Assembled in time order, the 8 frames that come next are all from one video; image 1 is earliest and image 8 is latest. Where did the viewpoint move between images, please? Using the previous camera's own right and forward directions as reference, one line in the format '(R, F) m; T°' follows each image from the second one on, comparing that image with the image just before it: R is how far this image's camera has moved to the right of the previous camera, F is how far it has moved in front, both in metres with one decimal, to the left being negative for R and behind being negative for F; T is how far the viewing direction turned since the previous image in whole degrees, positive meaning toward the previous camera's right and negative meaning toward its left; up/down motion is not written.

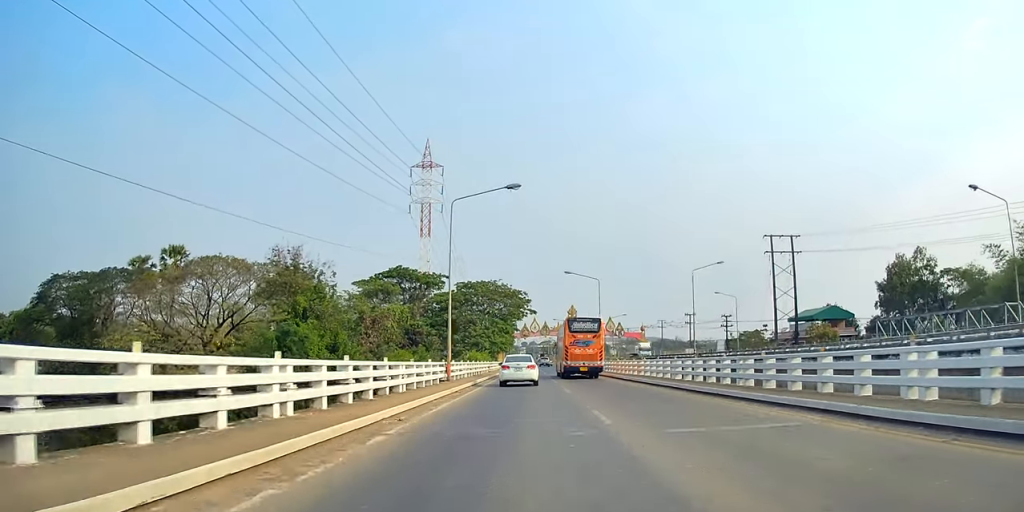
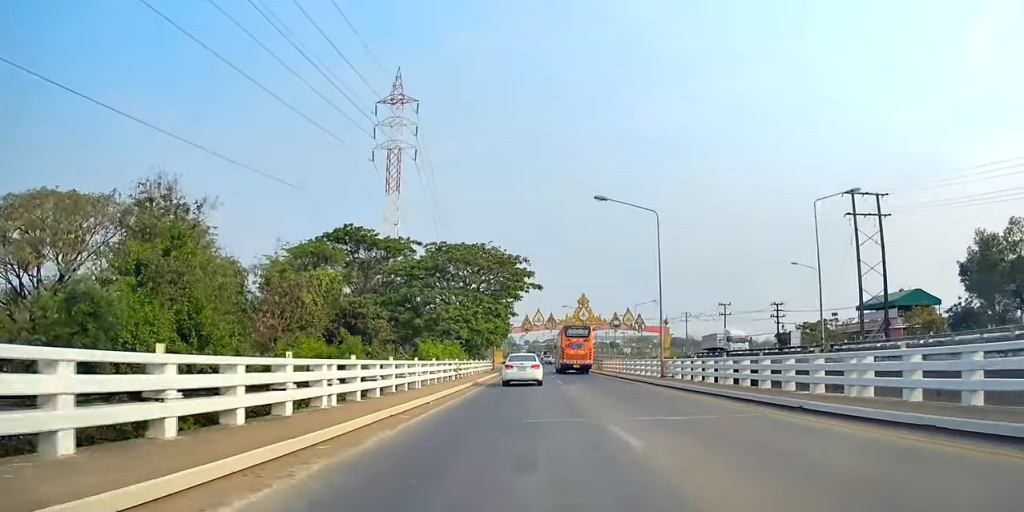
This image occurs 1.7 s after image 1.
(0.0, +27.7) m; 0°
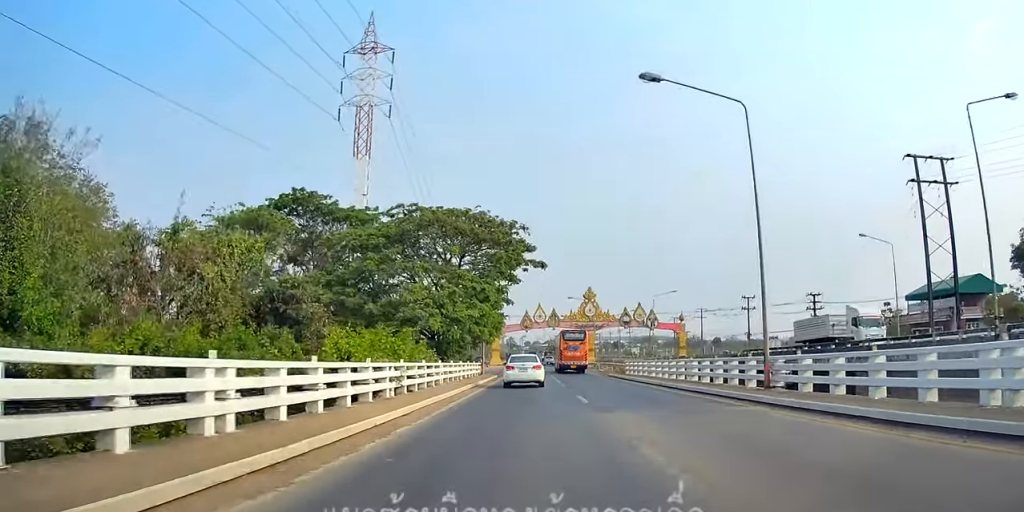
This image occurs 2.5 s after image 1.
(0.0, +14.5) m; 0°
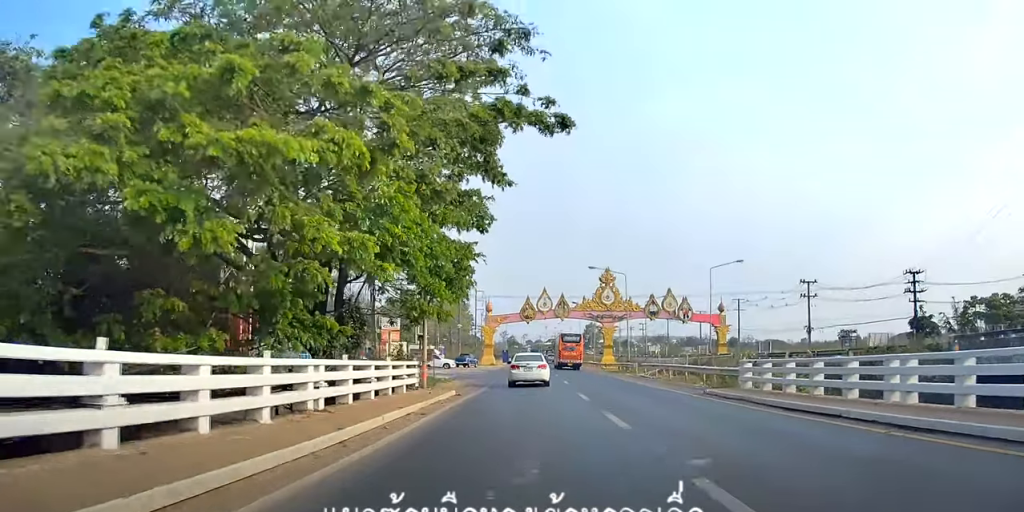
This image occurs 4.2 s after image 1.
(+1.2, +26.5) m; +3°
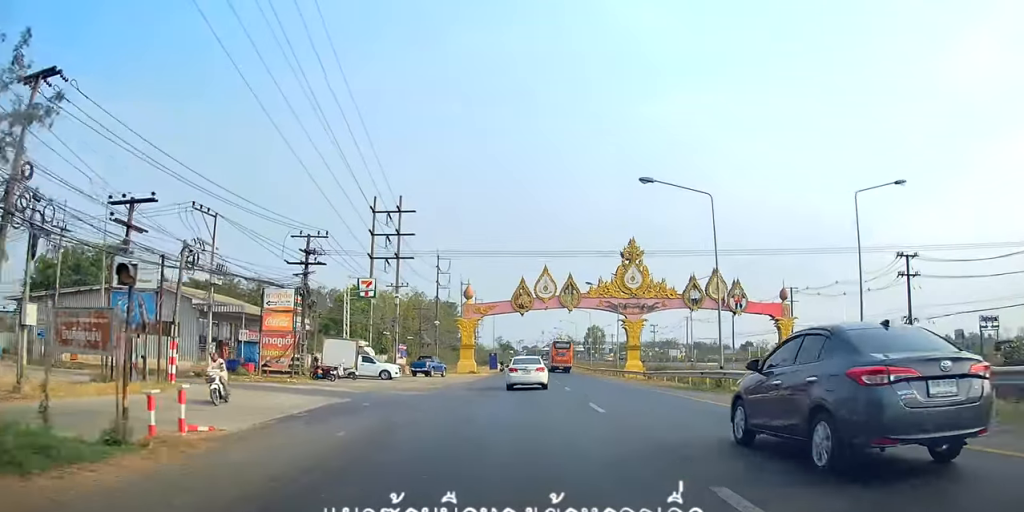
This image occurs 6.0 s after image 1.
(-1.0, +28.5) m; -3°
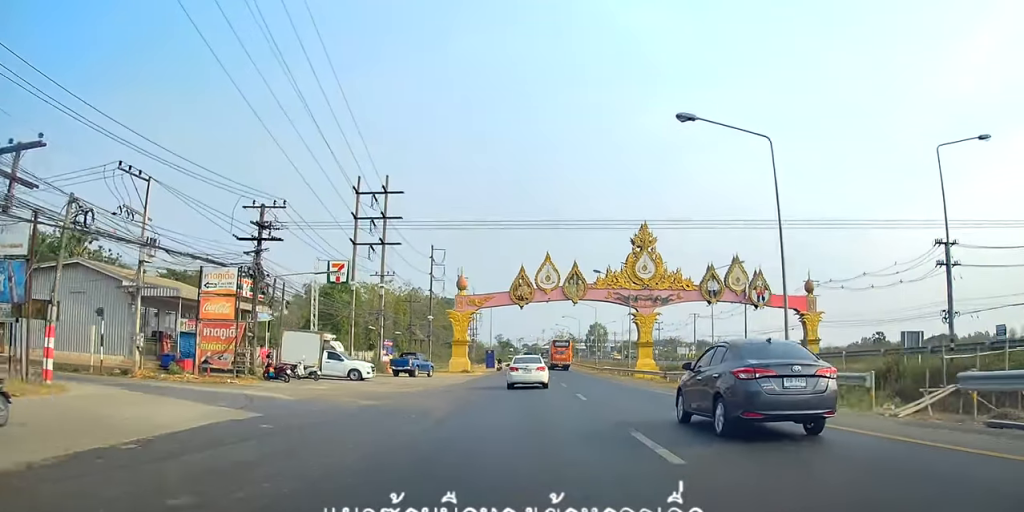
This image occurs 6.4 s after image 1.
(0.0, +7.4) m; 0°
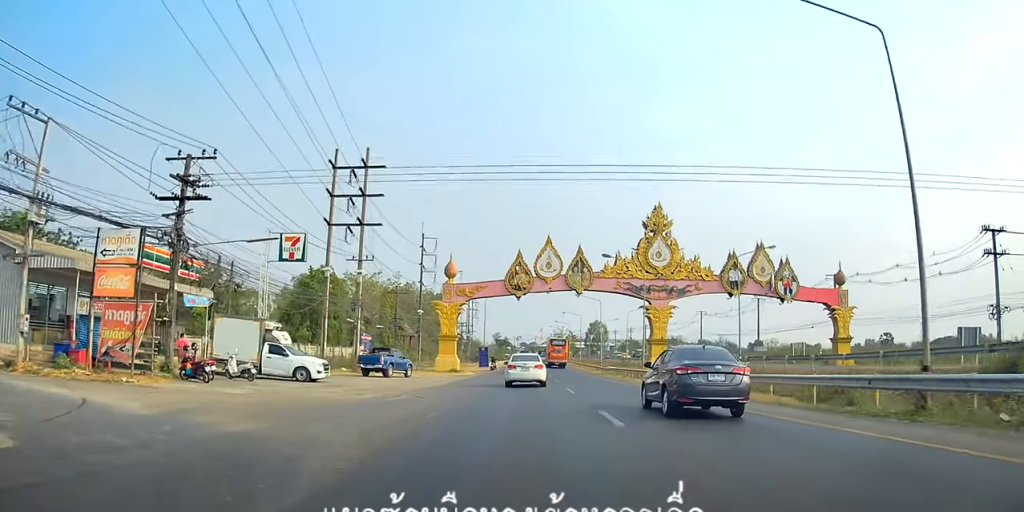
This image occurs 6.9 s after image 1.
(0.0, +8.0) m; 0°
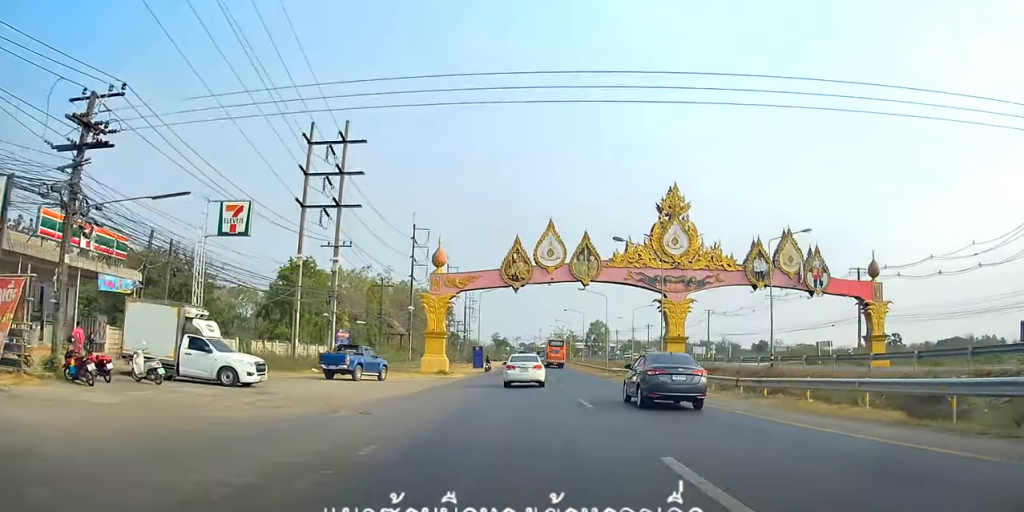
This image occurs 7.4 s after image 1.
(0.0, +7.2) m; 0°
